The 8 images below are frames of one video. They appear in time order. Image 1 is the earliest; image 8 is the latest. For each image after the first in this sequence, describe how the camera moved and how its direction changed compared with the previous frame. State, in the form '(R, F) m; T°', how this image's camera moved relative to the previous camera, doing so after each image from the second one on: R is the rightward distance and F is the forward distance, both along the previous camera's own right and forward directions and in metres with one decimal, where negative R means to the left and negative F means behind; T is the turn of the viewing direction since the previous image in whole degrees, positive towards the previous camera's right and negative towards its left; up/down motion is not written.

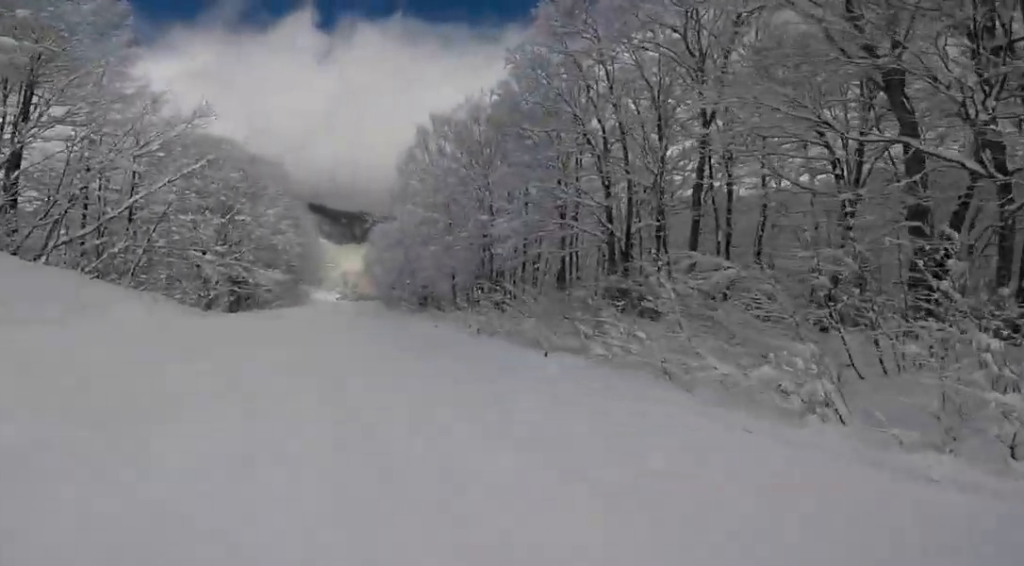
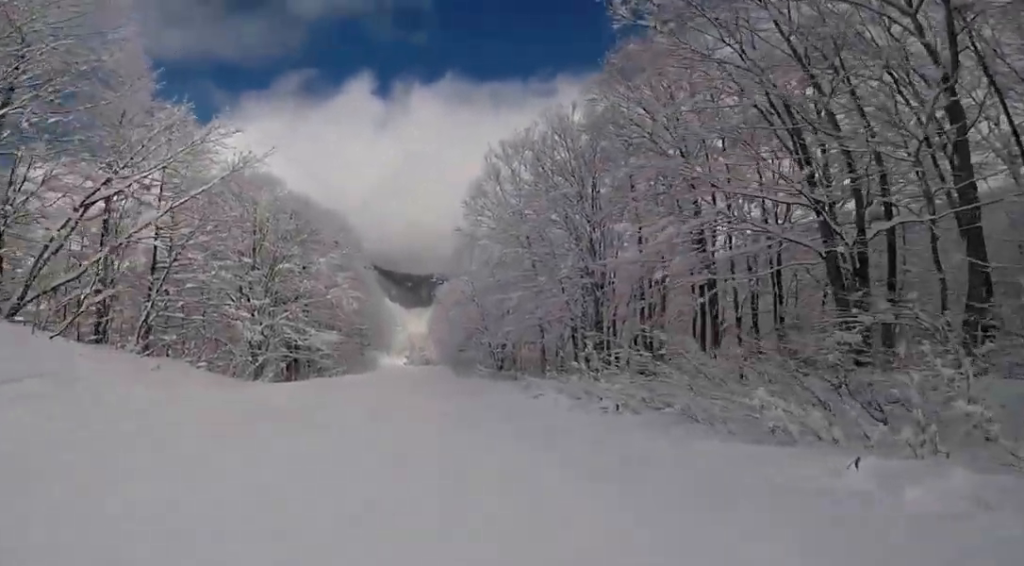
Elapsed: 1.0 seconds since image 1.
(0.0, +6.0) m; 0°
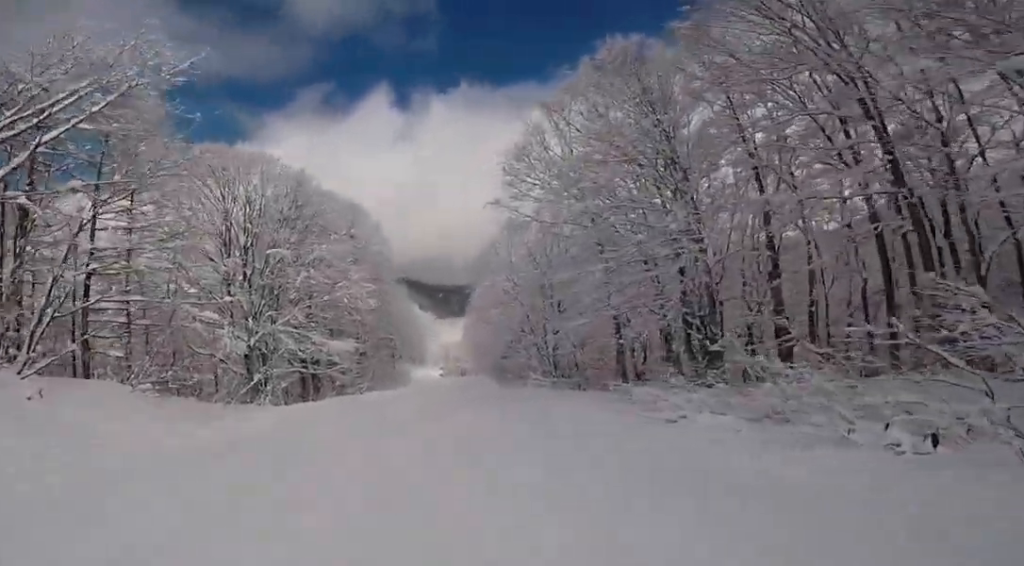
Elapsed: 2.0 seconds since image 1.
(0.0, +6.2) m; 0°
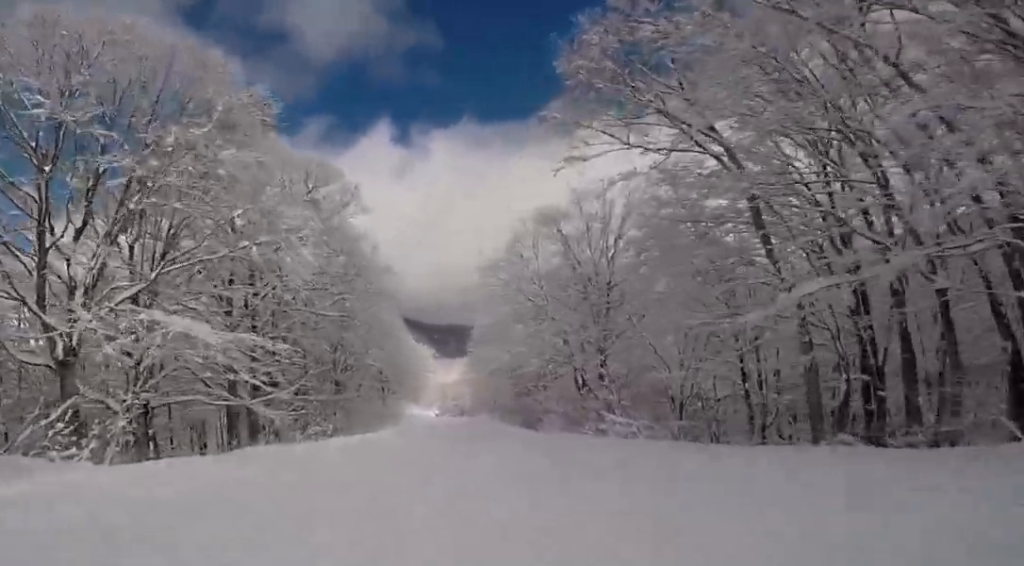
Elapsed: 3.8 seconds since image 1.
(-0.2, +11.2) m; -2°
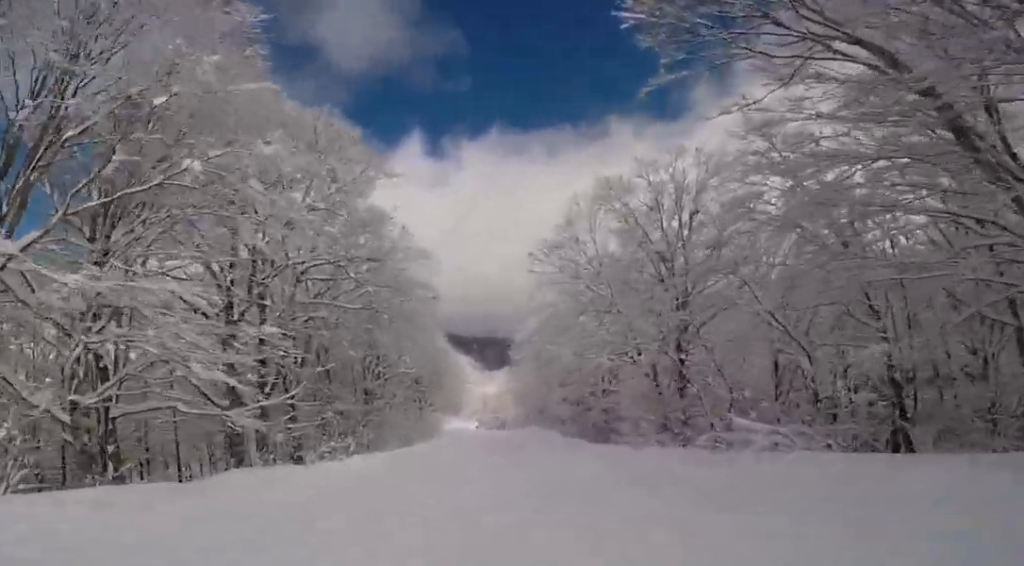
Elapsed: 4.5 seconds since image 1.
(0.0, +4.4) m; -2°
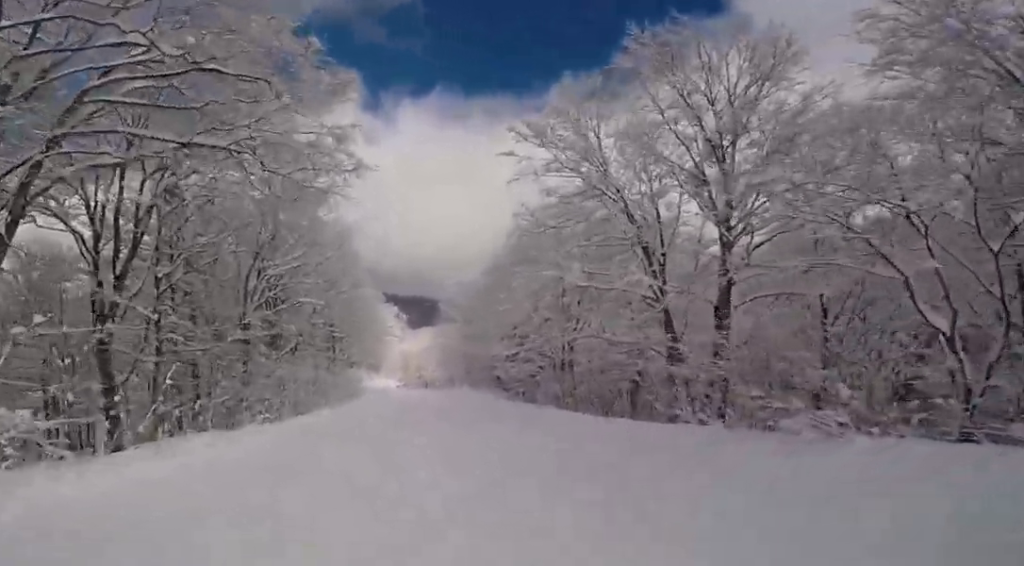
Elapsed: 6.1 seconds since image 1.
(-0.4, +10.0) m; -2°
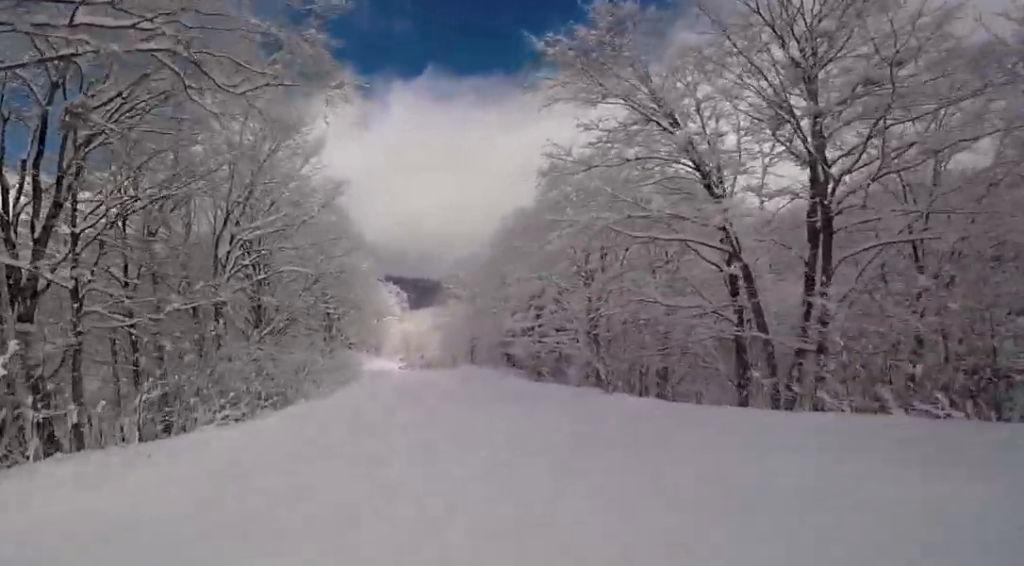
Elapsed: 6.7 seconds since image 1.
(+0.2, +3.9) m; +6°
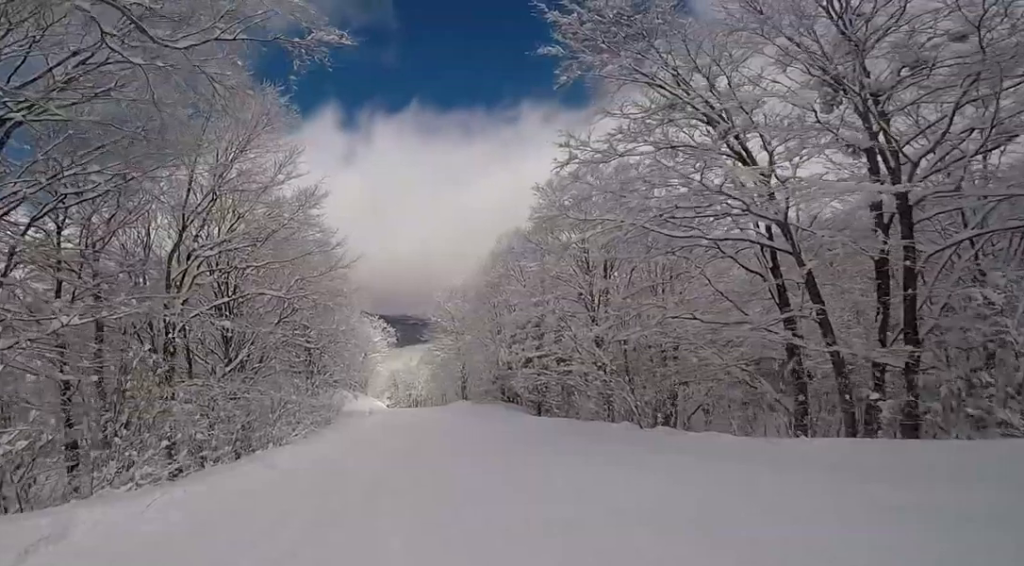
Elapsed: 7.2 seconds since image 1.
(0.0, +3.1) m; +4°
